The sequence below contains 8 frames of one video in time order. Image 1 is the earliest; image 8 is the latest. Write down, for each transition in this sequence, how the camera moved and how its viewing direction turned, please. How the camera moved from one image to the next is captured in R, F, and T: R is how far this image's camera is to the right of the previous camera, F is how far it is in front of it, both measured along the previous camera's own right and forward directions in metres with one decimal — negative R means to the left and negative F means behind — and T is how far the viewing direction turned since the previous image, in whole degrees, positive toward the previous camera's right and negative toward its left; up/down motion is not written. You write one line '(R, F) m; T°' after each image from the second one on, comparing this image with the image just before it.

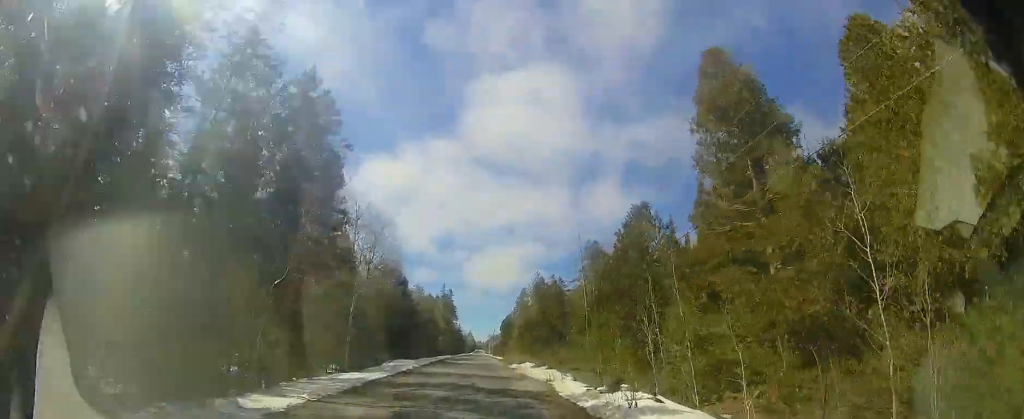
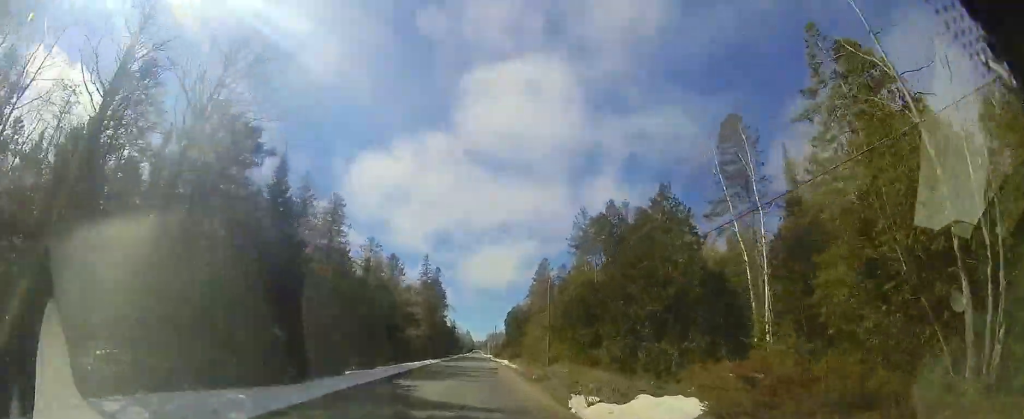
(+0.4, +25.6) m; +2°
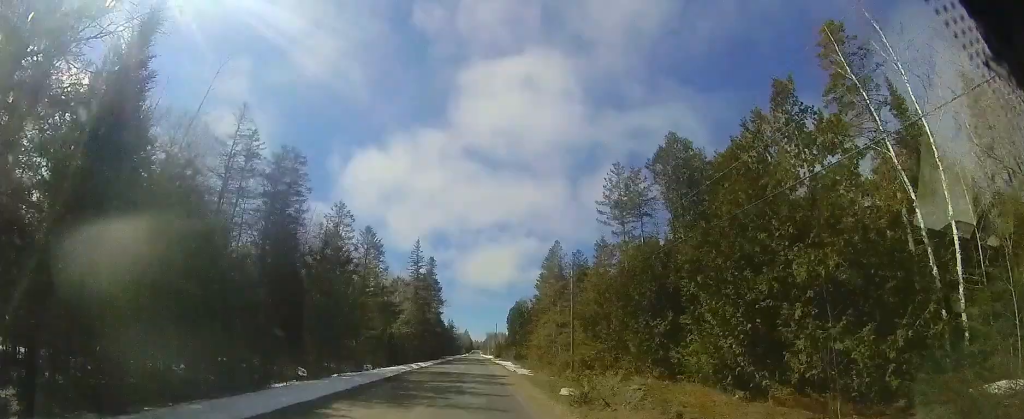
(-0.1, +8.0) m; 0°
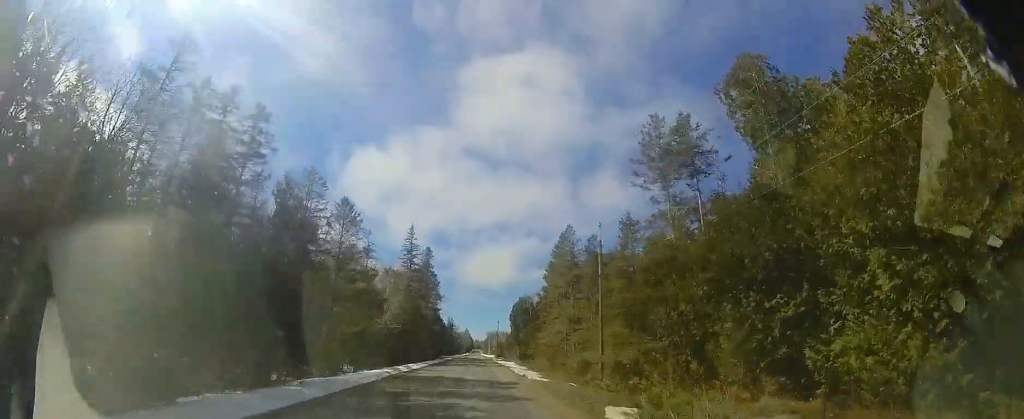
(0.0, +5.3) m; 0°
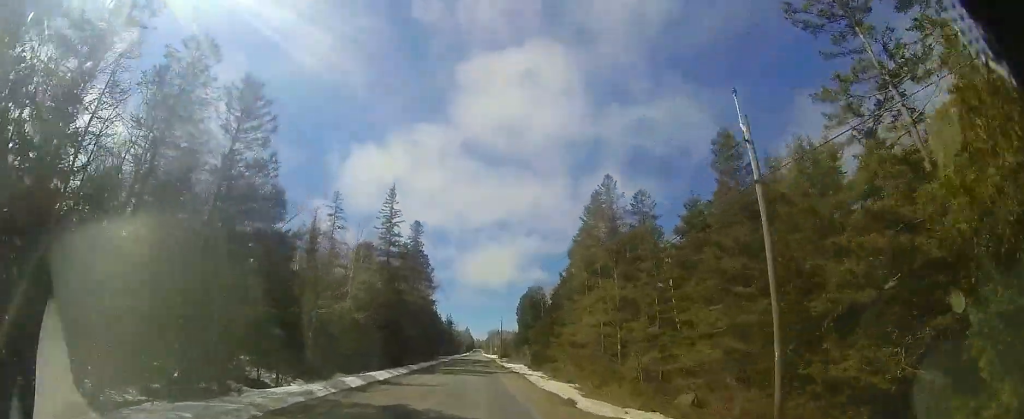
(0.0, +11.1) m; -1°
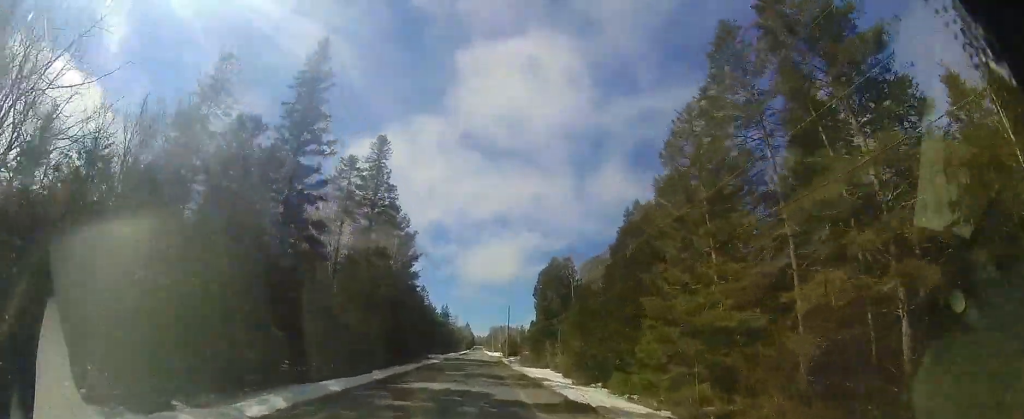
(+0.3, +17.7) m; 0°
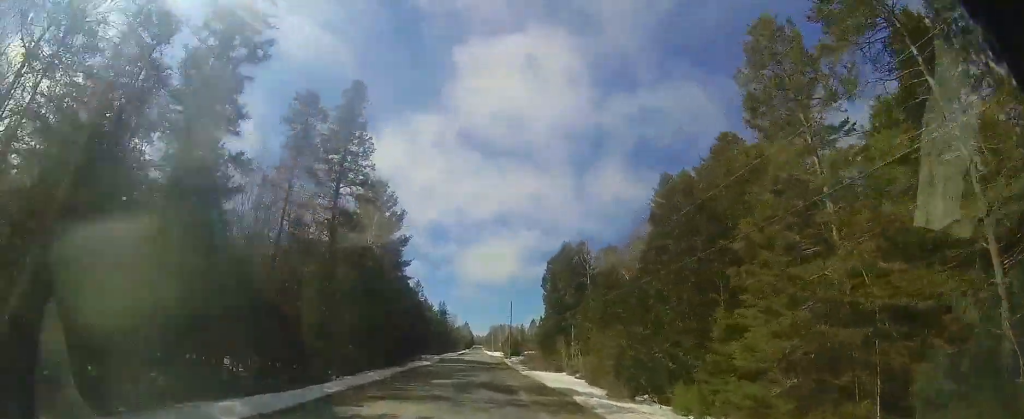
(-0.2, +6.1) m; 0°
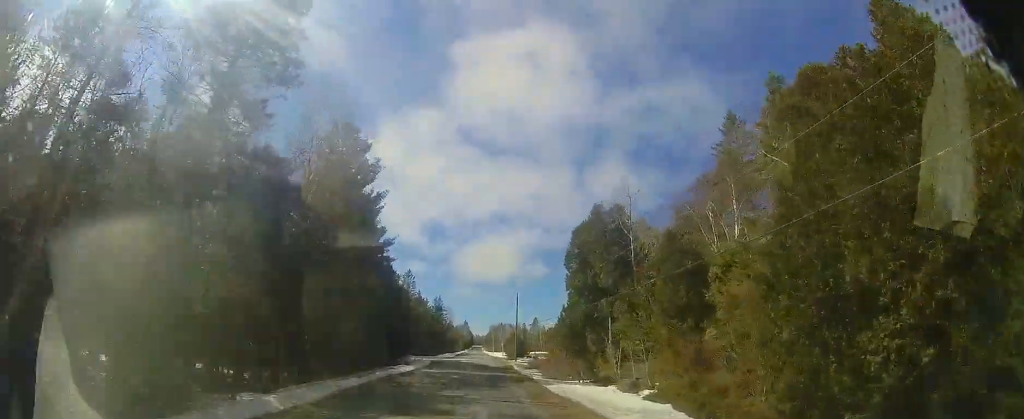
(-0.4, +9.9) m; 0°
